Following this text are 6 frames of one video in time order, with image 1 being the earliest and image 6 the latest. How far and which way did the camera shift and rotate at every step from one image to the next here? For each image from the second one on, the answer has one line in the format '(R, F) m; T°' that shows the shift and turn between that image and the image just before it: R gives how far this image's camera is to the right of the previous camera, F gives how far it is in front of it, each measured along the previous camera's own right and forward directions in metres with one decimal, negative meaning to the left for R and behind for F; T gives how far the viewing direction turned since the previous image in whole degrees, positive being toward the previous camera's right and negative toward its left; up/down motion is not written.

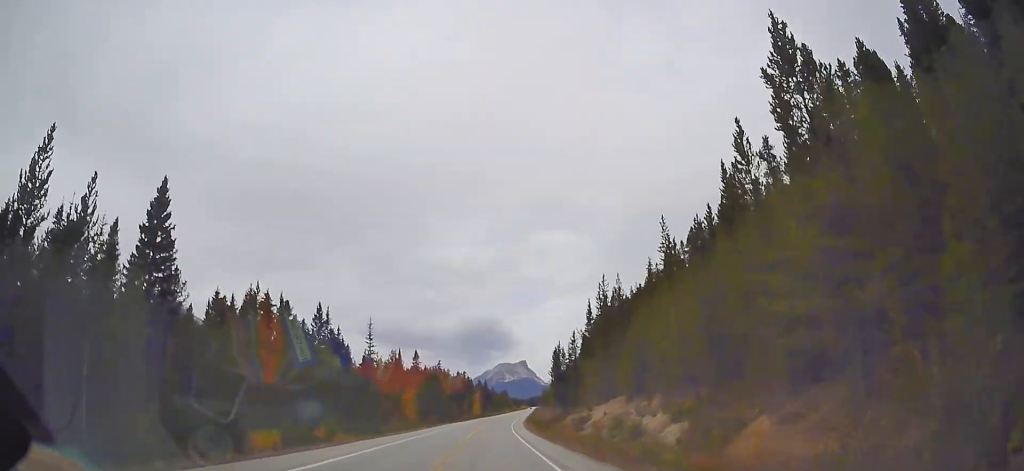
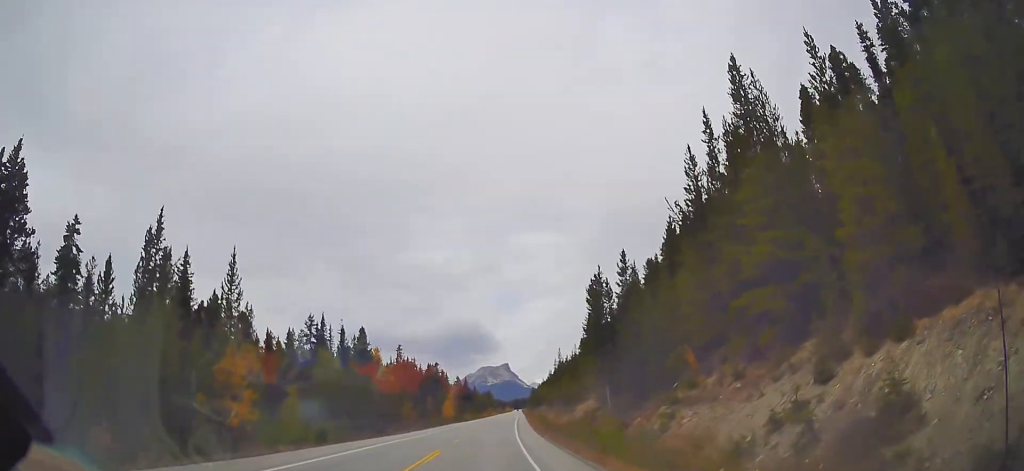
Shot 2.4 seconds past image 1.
(+1.0, +56.1) m; +3°
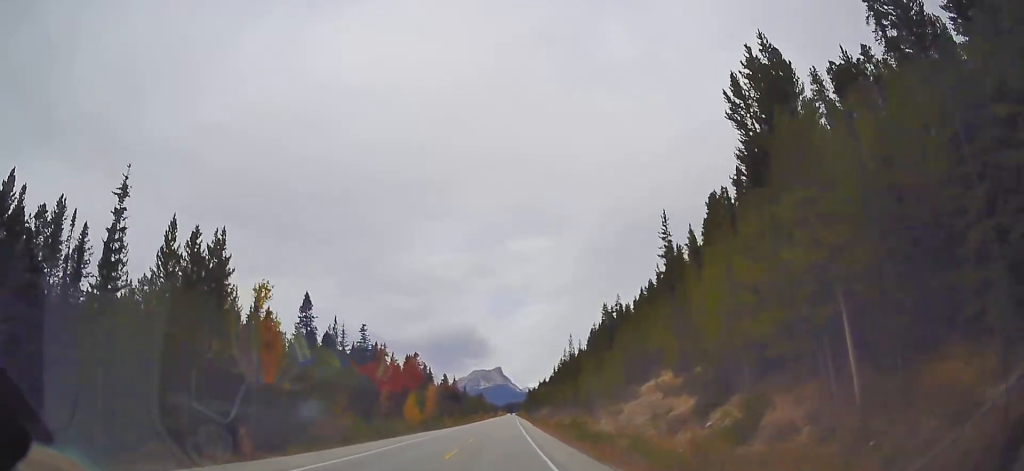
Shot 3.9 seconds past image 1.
(-0.1, +36.3) m; 0°
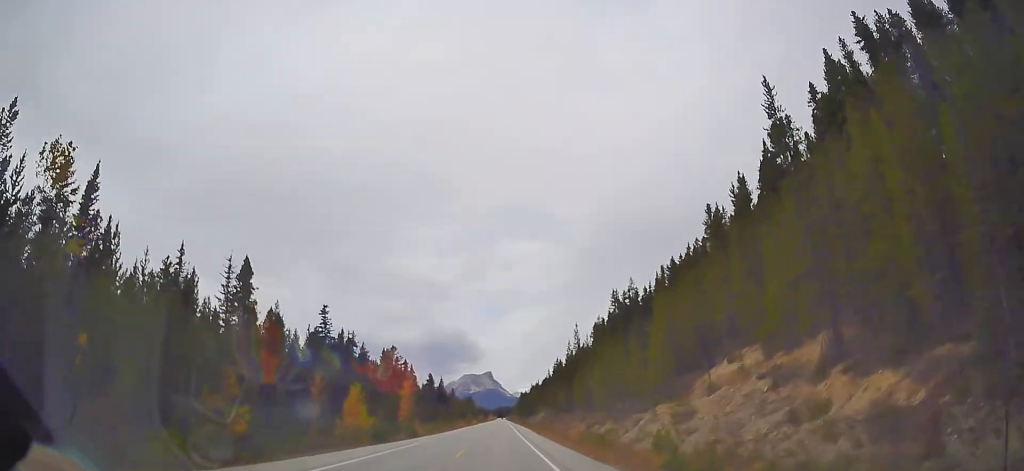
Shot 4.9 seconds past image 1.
(0.0, +23.1) m; +1°
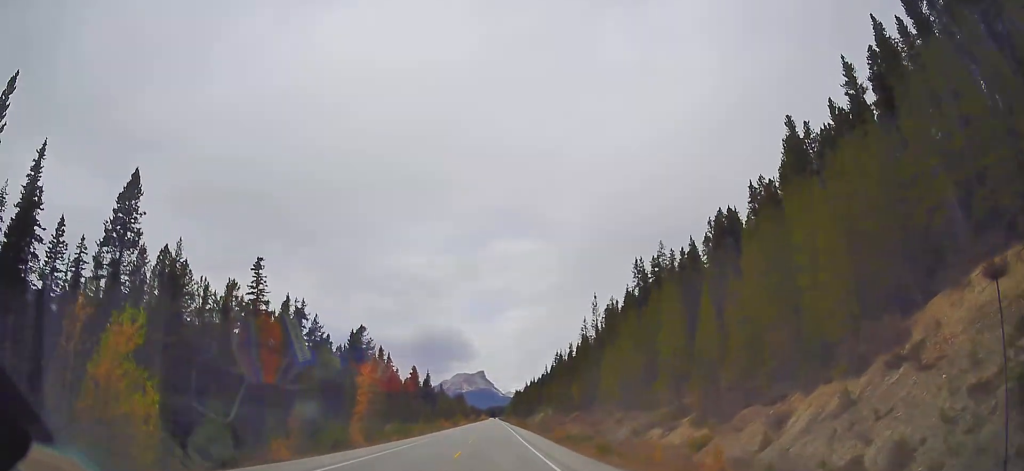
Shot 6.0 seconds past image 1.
(+0.7, +27.2) m; +2°
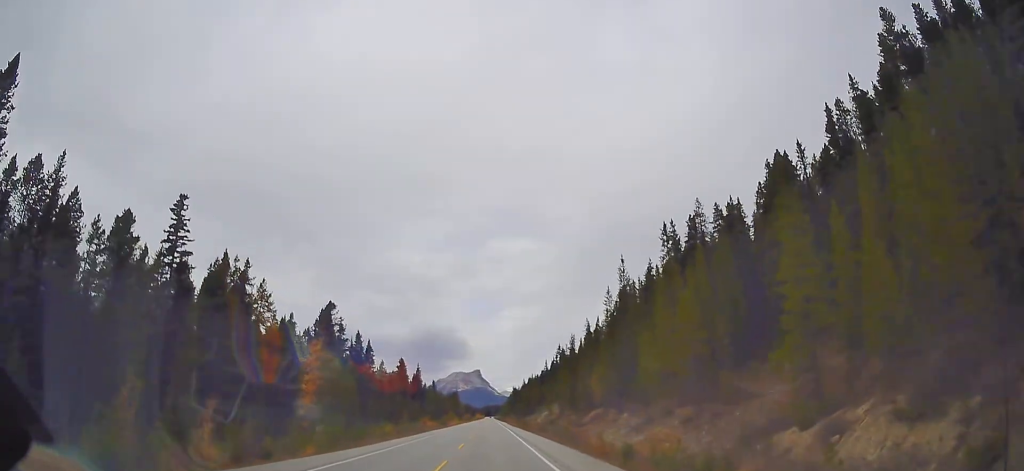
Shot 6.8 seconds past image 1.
(0.0, +20.1) m; 0°
